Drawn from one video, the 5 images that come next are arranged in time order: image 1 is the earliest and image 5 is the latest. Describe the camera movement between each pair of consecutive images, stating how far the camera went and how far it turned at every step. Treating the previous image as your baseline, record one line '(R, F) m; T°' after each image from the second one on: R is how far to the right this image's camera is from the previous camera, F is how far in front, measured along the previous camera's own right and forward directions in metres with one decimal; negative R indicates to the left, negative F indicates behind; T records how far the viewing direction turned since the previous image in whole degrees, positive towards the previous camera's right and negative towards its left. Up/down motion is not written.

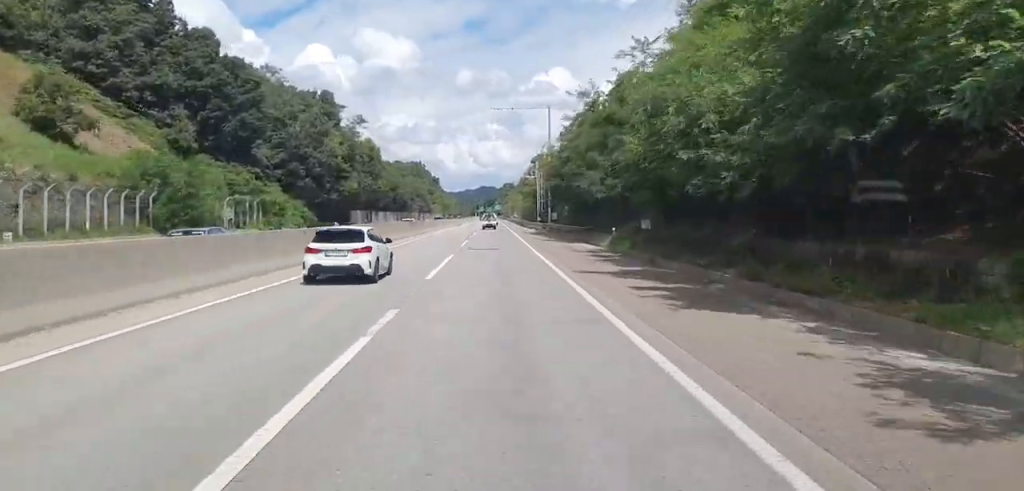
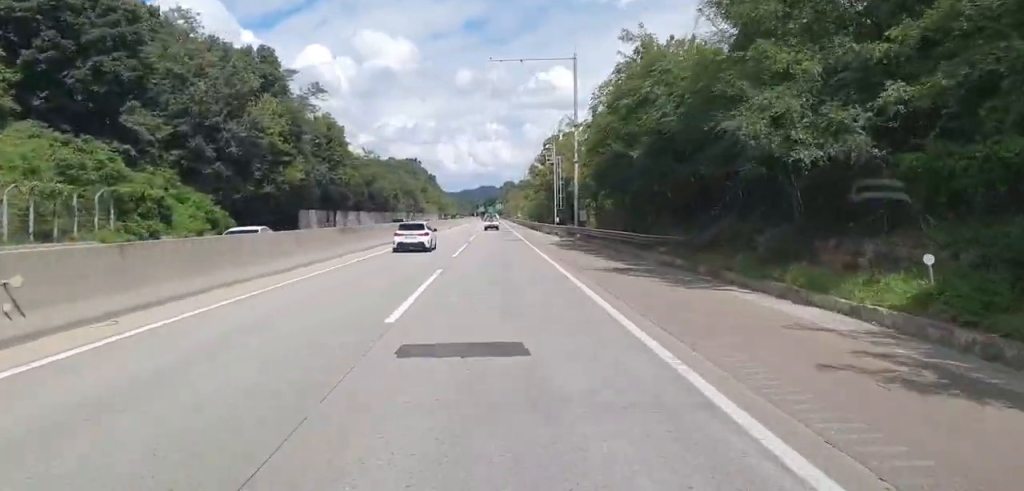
(-0.3, +29.4) m; 0°
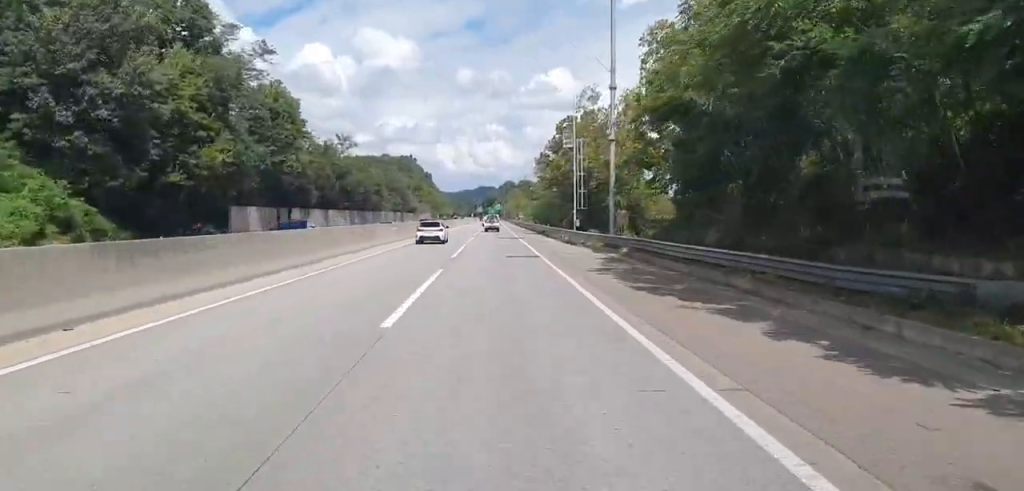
(+0.2, +20.4) m; +1°
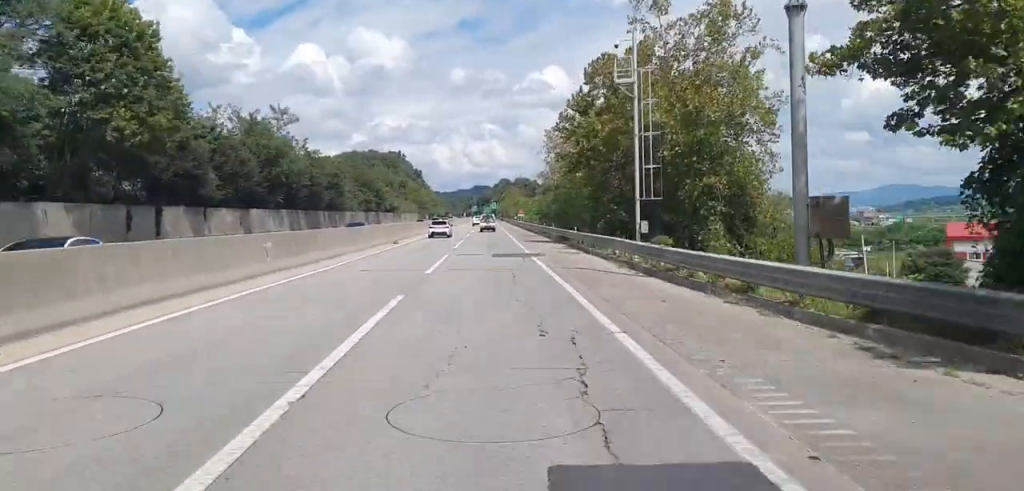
(+0.2, +28.6) m; 0°
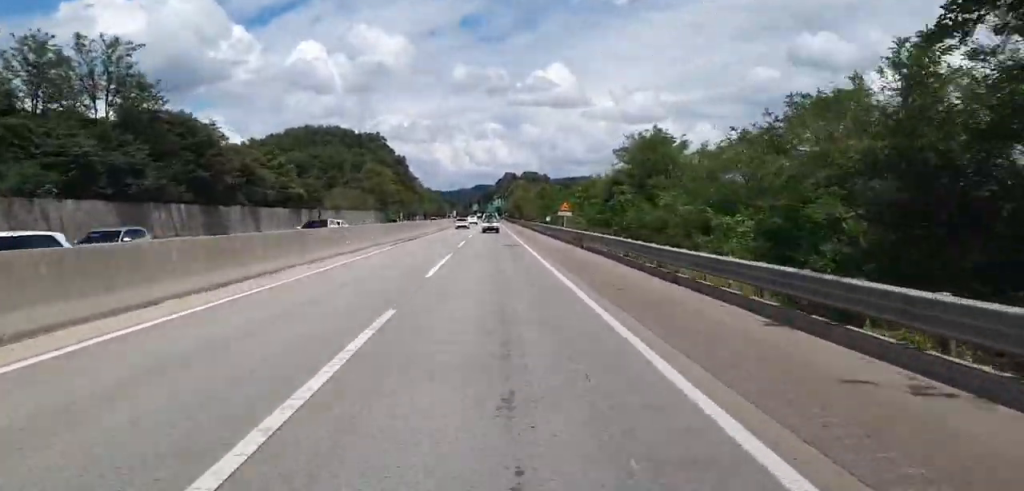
(-0.2, +81.9) m; 0°
